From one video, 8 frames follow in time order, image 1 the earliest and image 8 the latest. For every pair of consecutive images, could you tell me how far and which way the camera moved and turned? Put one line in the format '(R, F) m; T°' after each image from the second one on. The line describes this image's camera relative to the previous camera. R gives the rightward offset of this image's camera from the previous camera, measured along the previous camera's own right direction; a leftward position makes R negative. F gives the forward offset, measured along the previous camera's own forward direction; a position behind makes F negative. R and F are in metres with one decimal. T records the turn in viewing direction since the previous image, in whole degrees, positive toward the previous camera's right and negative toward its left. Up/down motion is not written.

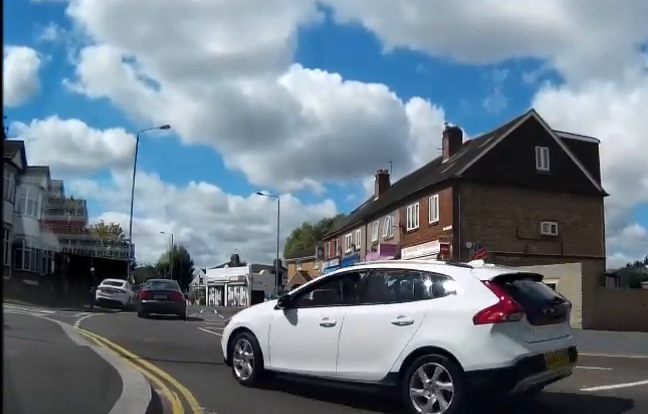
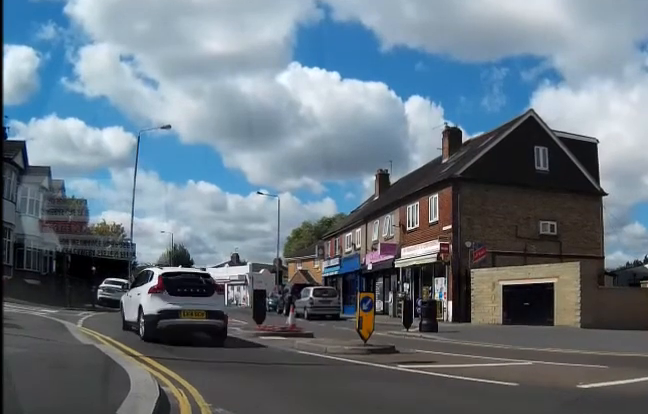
(+0.1, +0.1) m; 0°
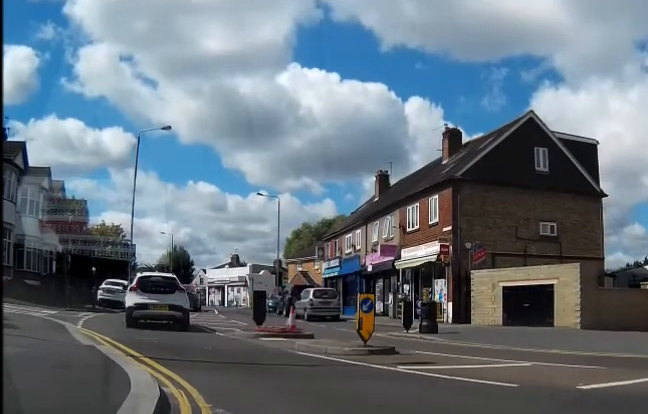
(+0.1, +0.1) m; 0°
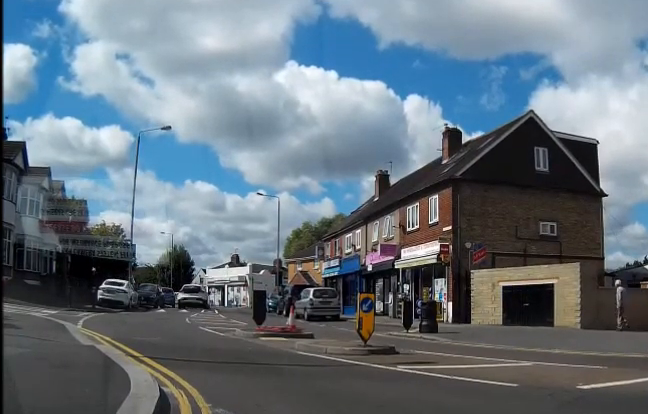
(+0.1, +0.1) m; 0°
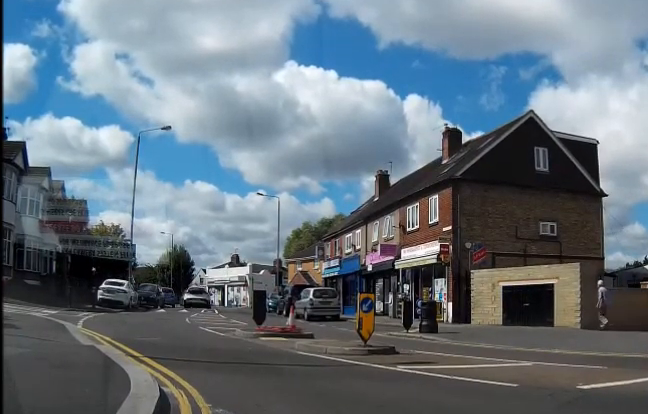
(0.0, 0.0) m; 0°
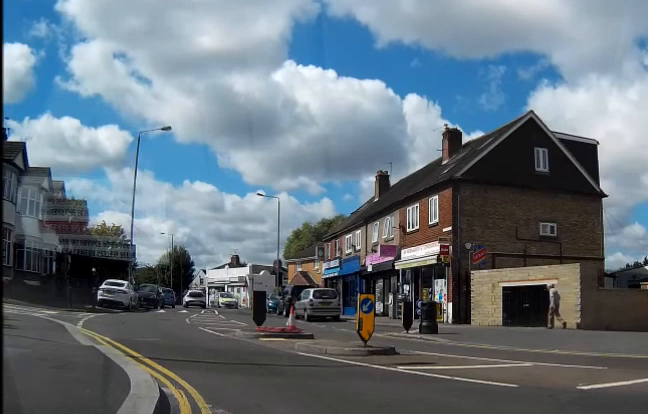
(0.0, 0.0) m; 0°
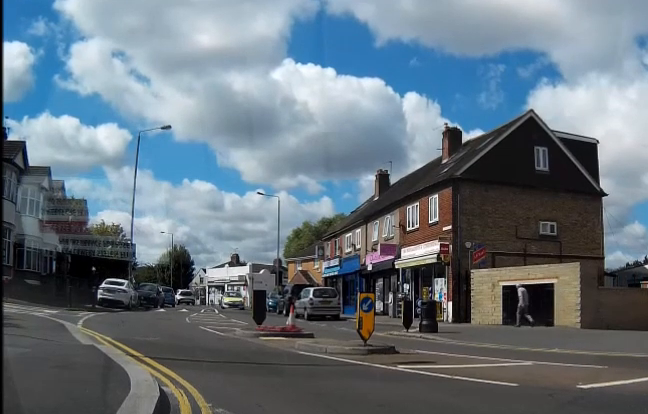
(0.0, 0.0) m; 0°
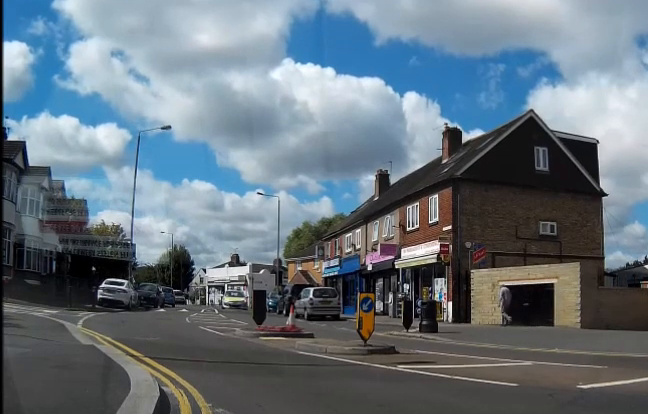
(0.0, 0.0) m; 0°
